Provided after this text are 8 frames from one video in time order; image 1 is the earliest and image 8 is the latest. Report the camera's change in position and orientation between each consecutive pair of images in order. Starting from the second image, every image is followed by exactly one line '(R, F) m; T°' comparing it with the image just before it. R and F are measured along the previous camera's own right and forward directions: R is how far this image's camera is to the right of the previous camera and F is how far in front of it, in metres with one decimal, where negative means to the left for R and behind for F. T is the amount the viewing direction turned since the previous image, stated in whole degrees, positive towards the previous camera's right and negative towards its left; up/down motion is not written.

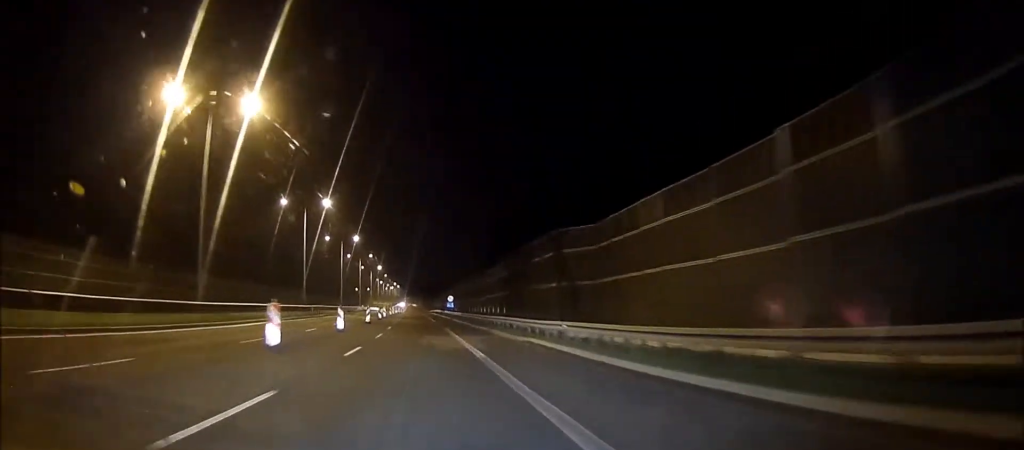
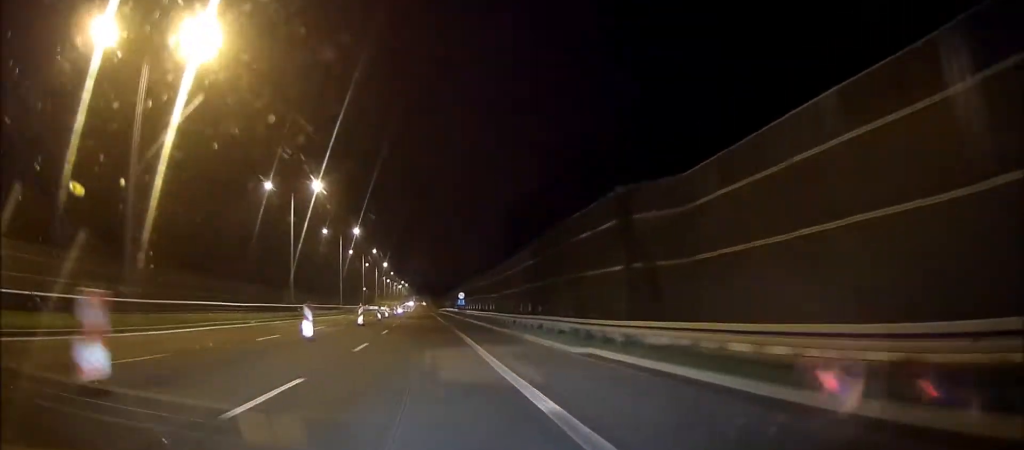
(0.0, +9.2) m; 0°
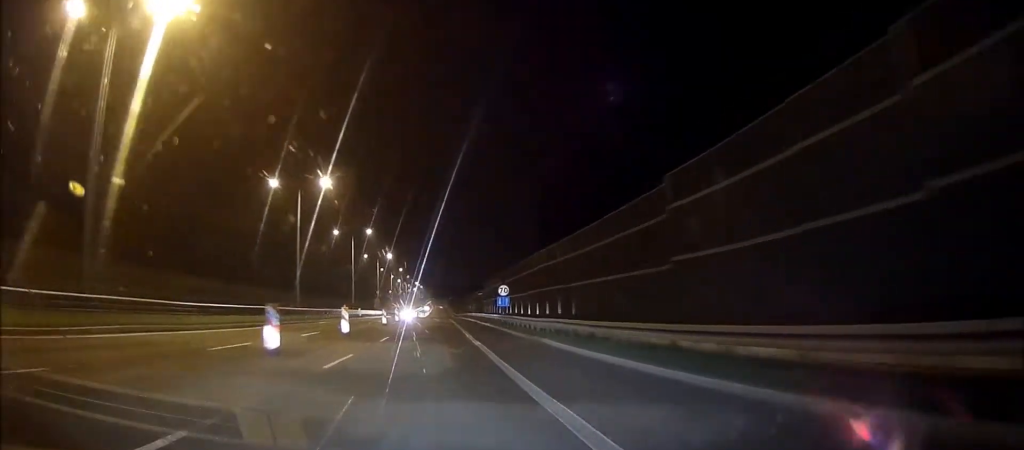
(0.0, +36.9) m; 0°
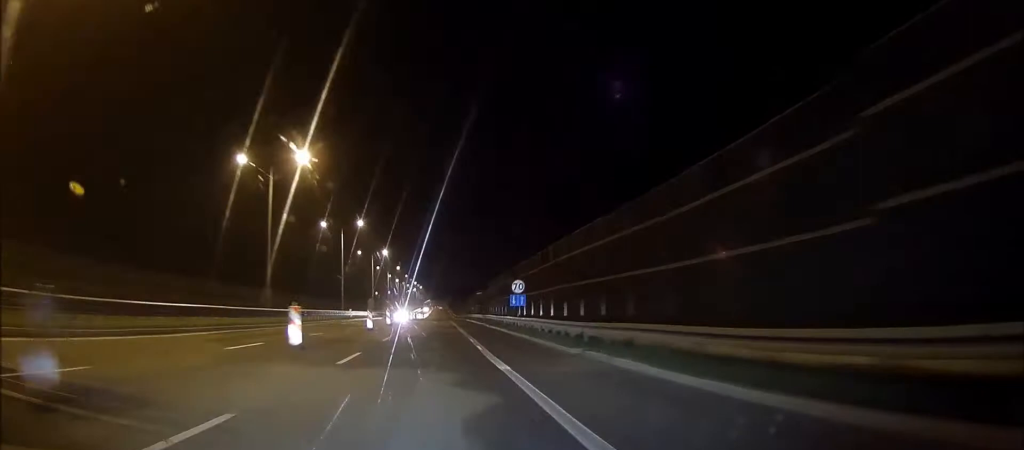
(0.0, +9.2) m; 0°
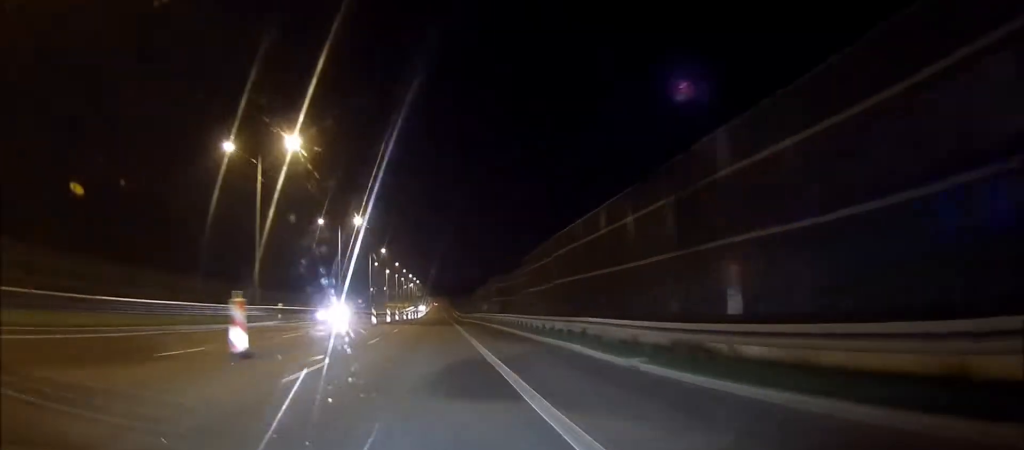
(0.0, +36.4) m; 0°
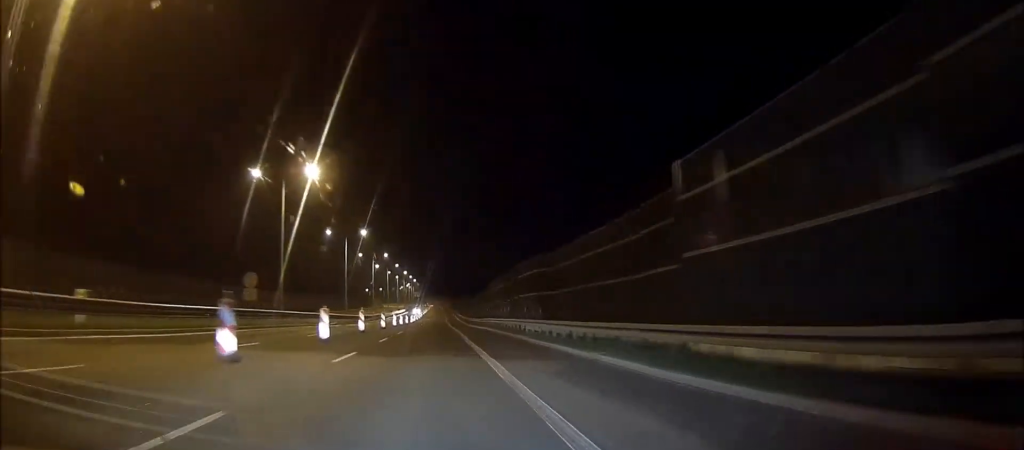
(0.0, +28.1) m; 0°
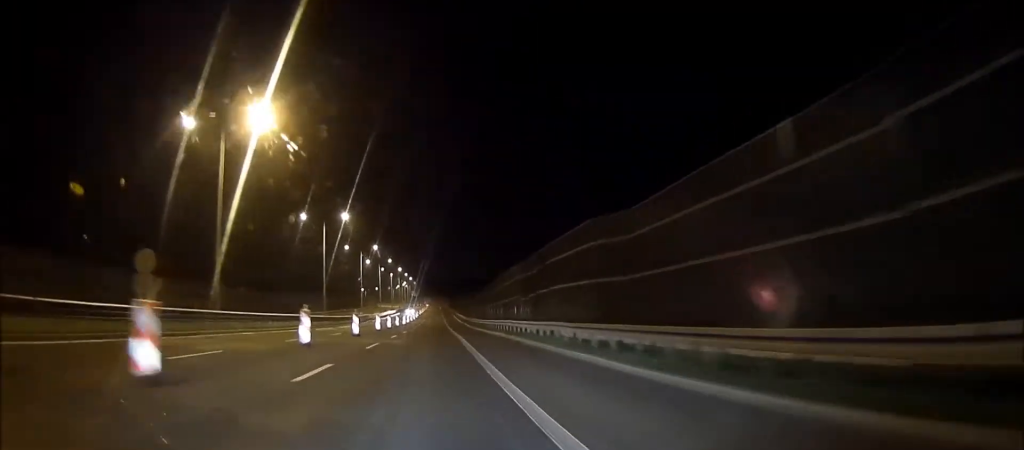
(0.0, +14.1) m; 0°
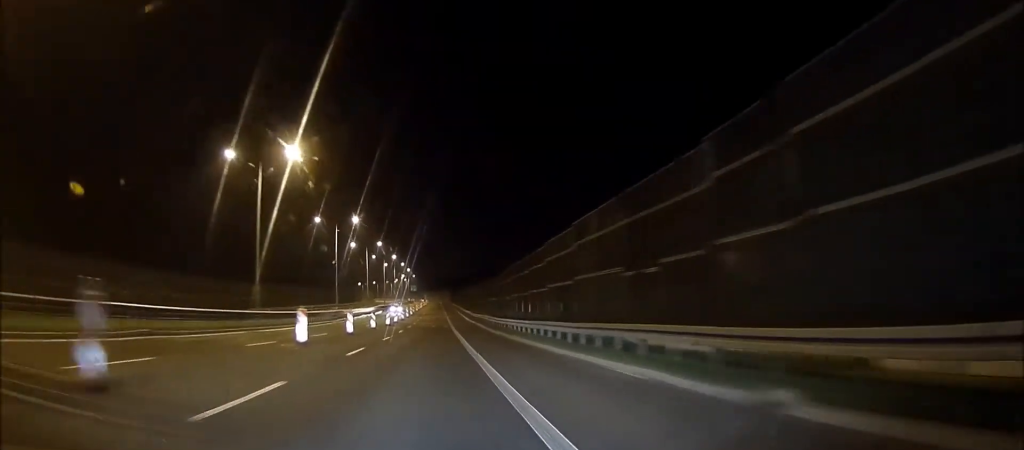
(0.0, +26.0) m; 0°
